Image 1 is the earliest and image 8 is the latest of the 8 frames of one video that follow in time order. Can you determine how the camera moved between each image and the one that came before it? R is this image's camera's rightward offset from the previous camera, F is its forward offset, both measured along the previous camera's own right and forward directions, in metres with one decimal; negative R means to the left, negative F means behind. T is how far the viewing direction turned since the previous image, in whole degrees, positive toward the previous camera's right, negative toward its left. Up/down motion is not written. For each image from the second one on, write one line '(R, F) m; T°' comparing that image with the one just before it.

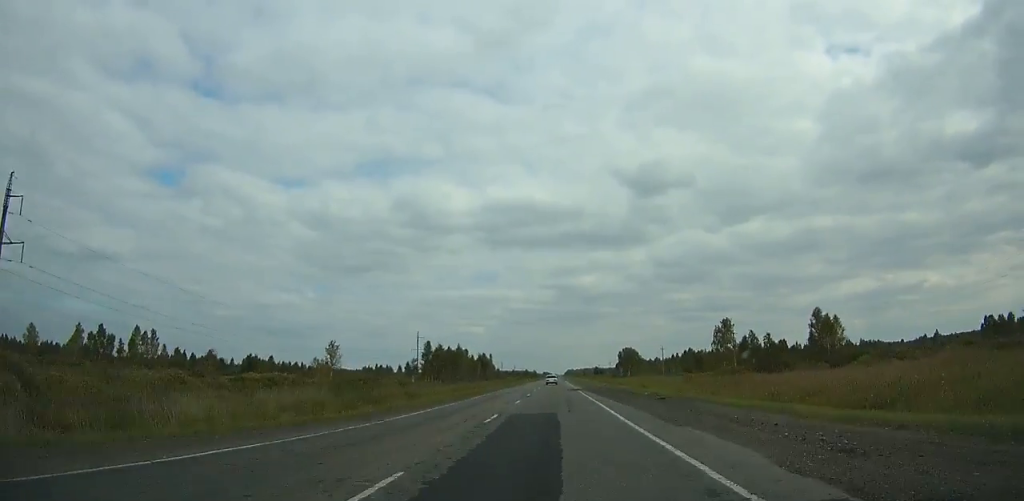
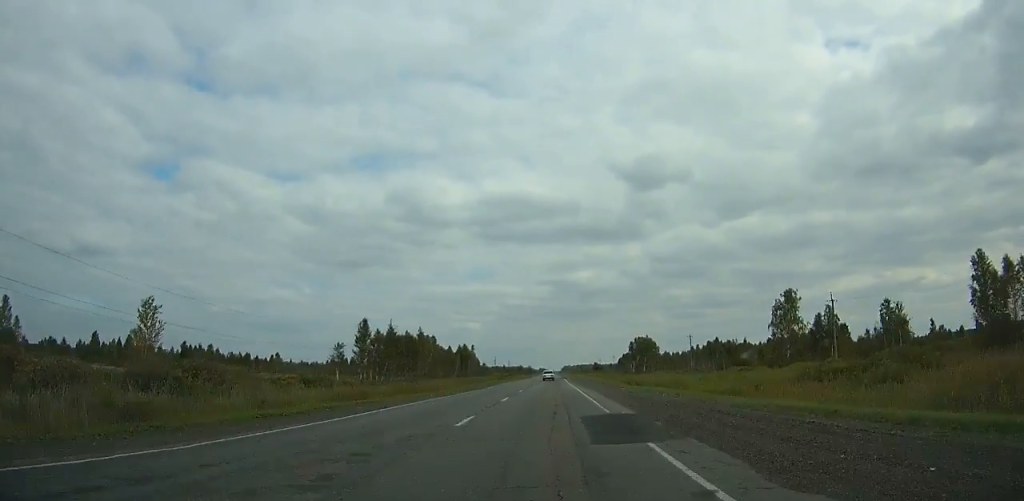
(-0.1, +38.9) m; 0°
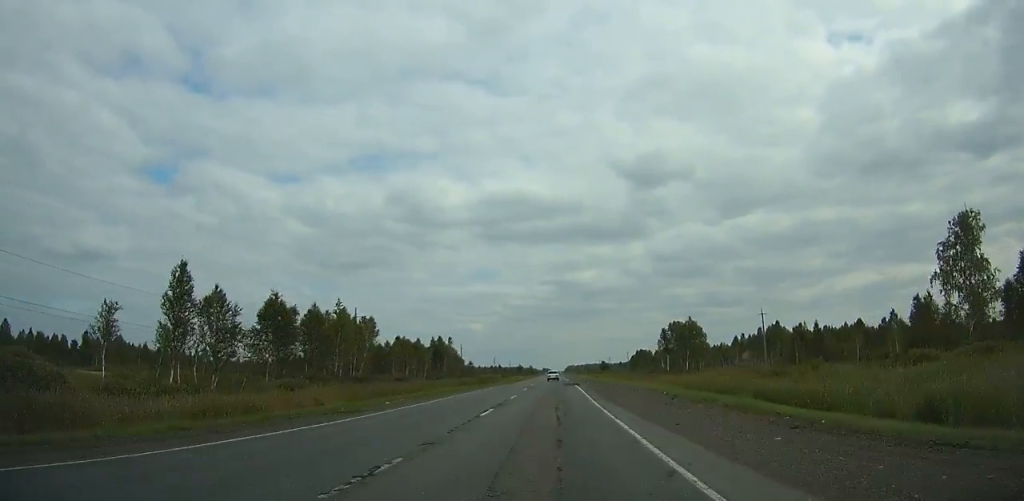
(+0.1, +43.6) m; 0°
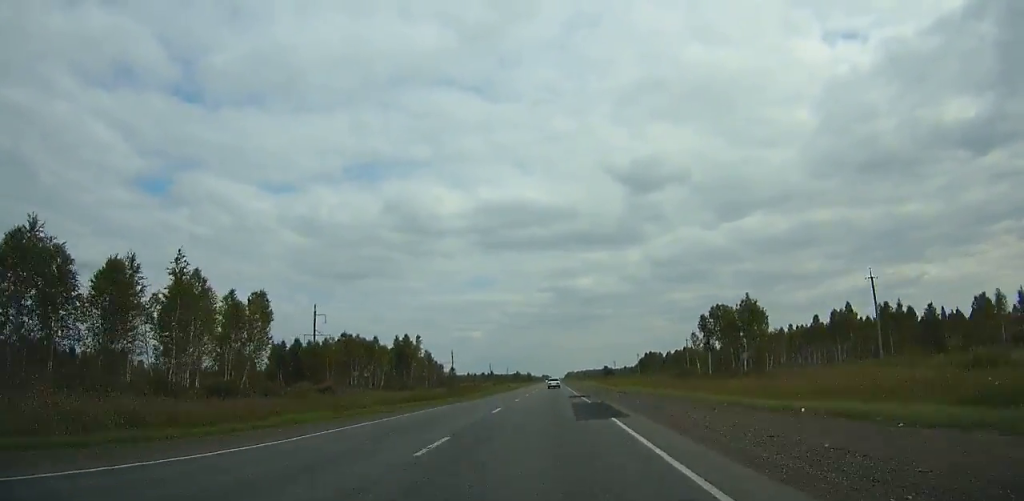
(+0.2, +30.7) m; 0°
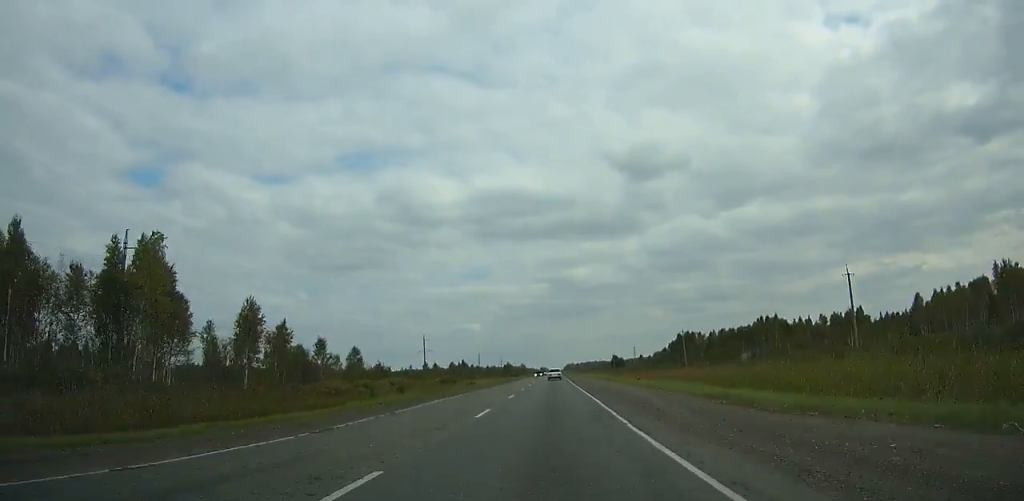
(-0.5, +74.3) m; 0°
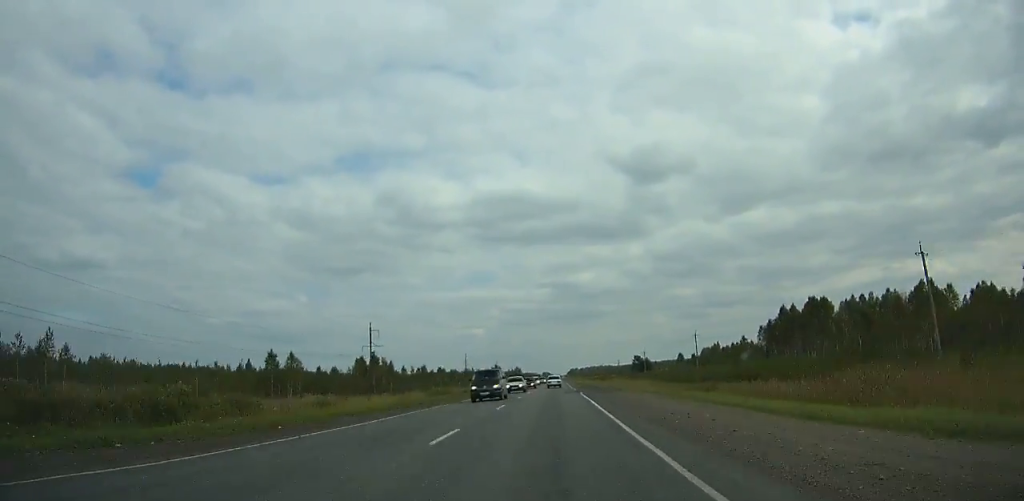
(+0.4, +90.6) m; 0°
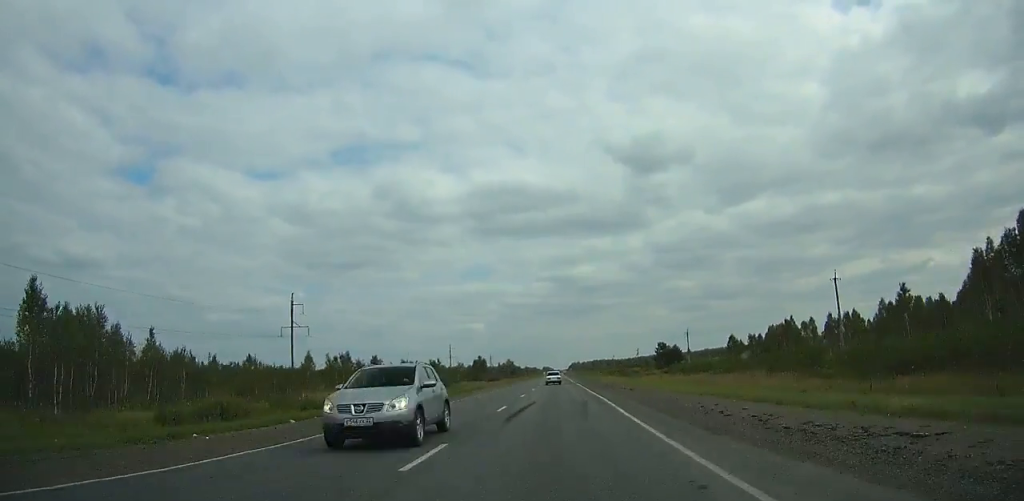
(-0.2, +64.0) m; 0°
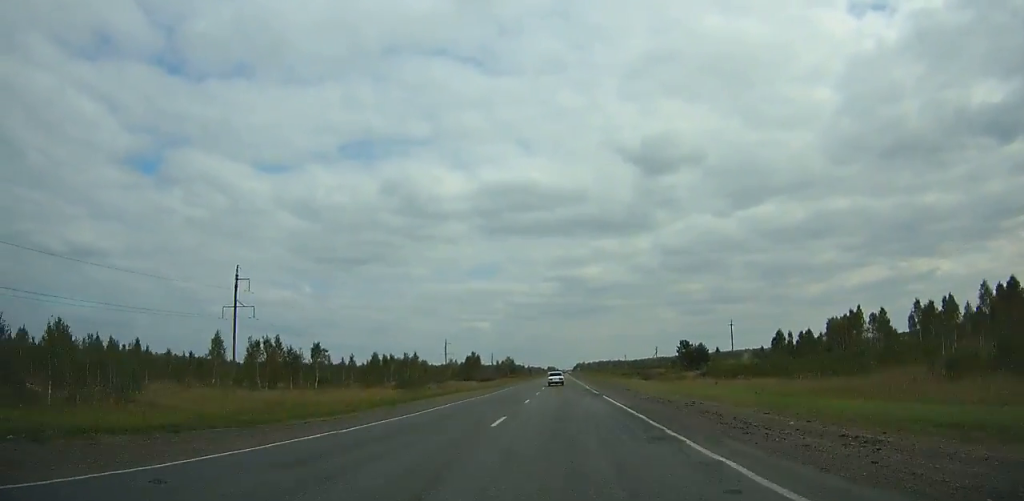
(0.0, +29.8) m; 0°
